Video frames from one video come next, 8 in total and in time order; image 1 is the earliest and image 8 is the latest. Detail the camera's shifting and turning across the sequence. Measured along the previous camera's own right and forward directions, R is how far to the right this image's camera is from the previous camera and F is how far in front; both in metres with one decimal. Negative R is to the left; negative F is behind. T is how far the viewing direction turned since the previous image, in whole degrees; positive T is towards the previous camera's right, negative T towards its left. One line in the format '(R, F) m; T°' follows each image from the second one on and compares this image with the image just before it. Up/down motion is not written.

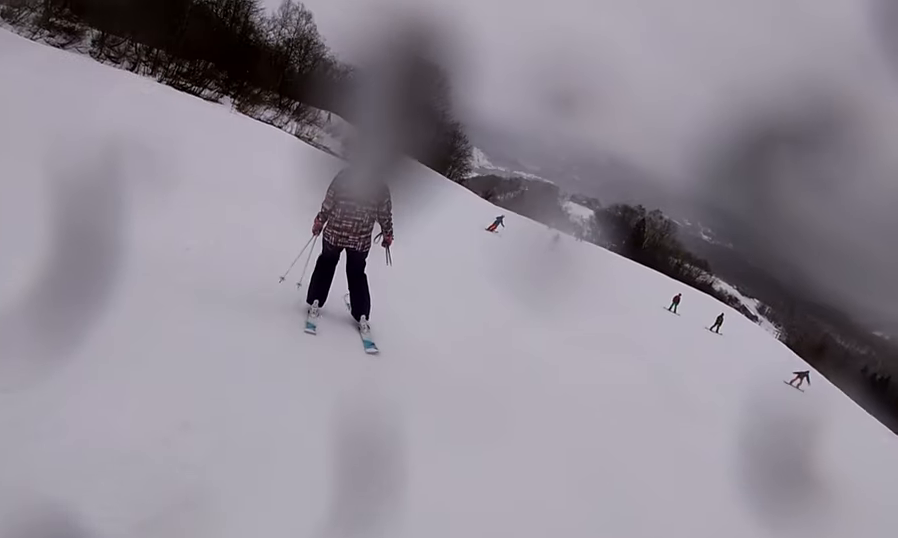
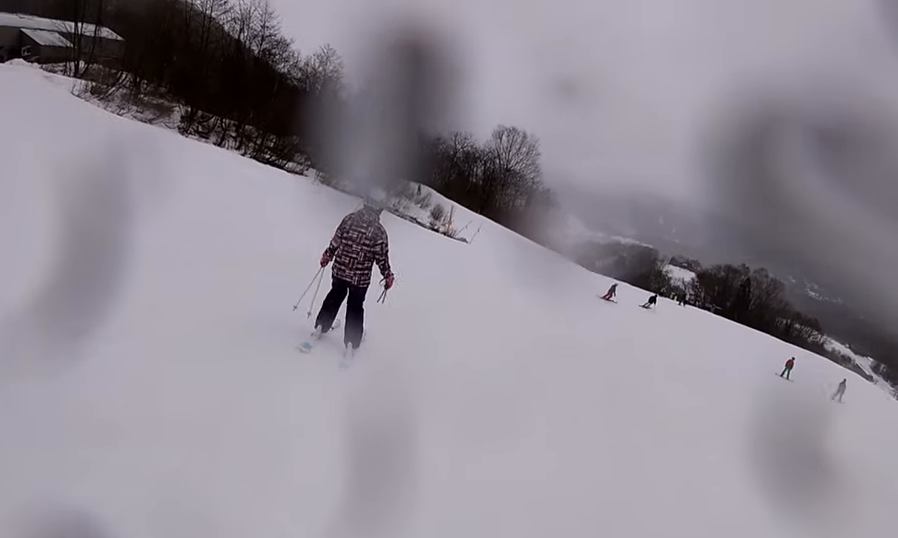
(-0.2, +2.4) m; -11°
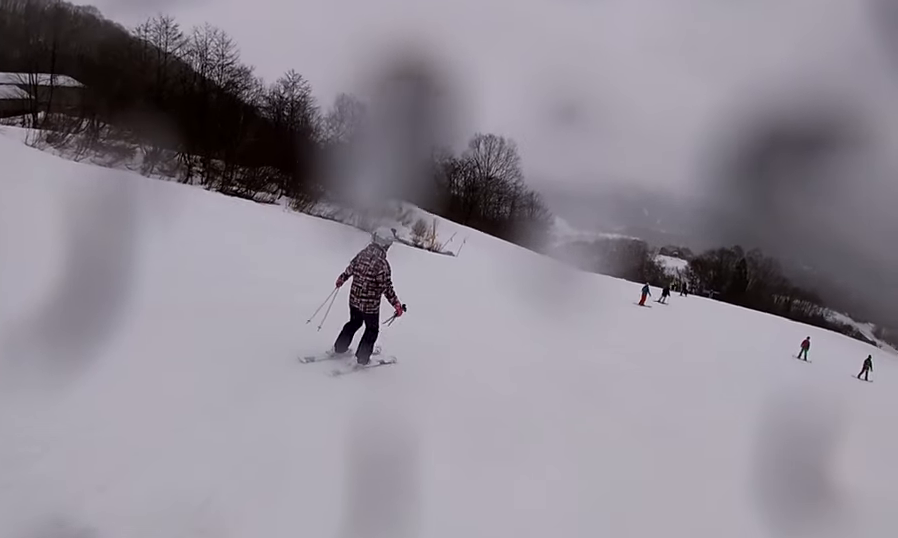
(-0.8, +2.8) m; -1°
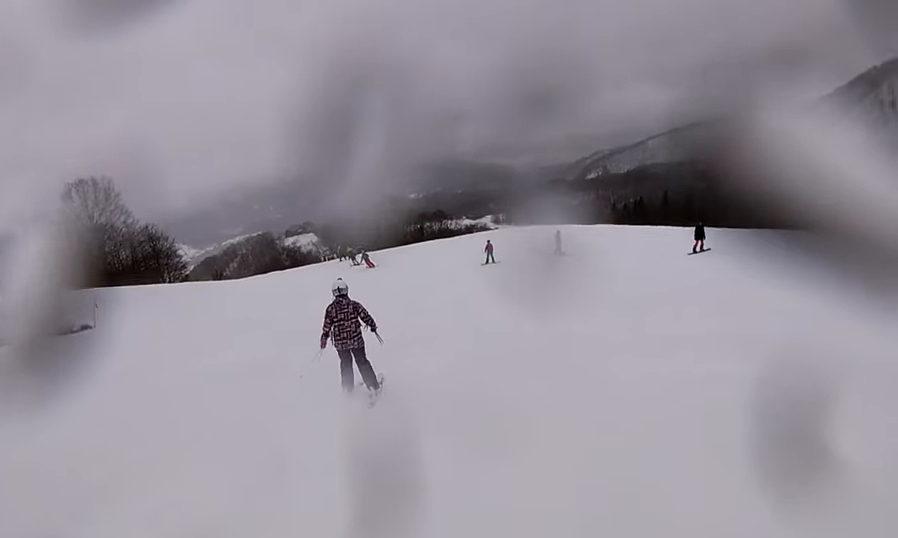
(+0.9, +6.7) m; +20°
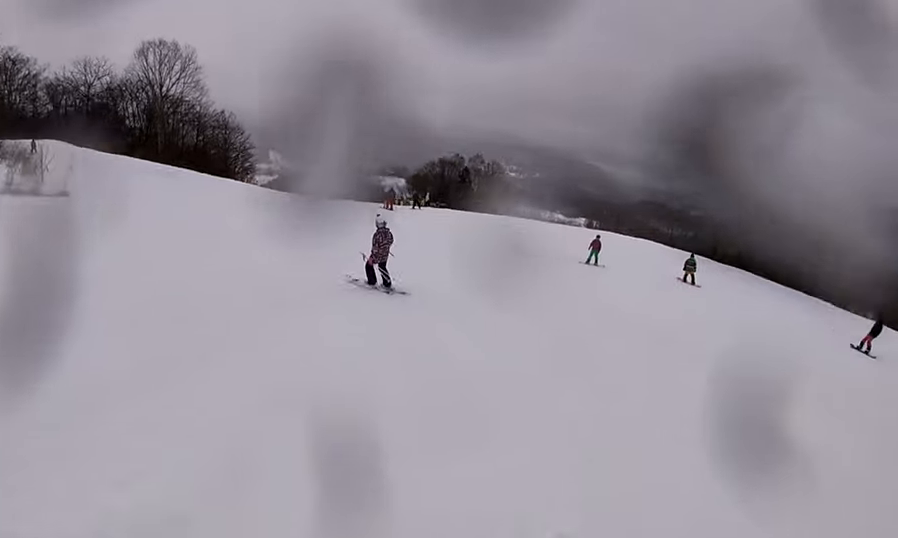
(+0.1, +9.9) m; -16°
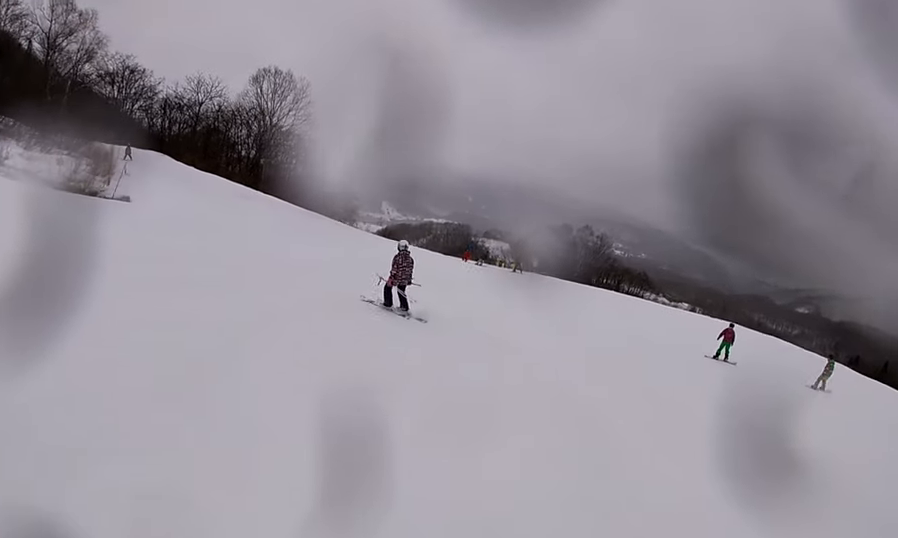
(-0.6, +4.5) m; -12°
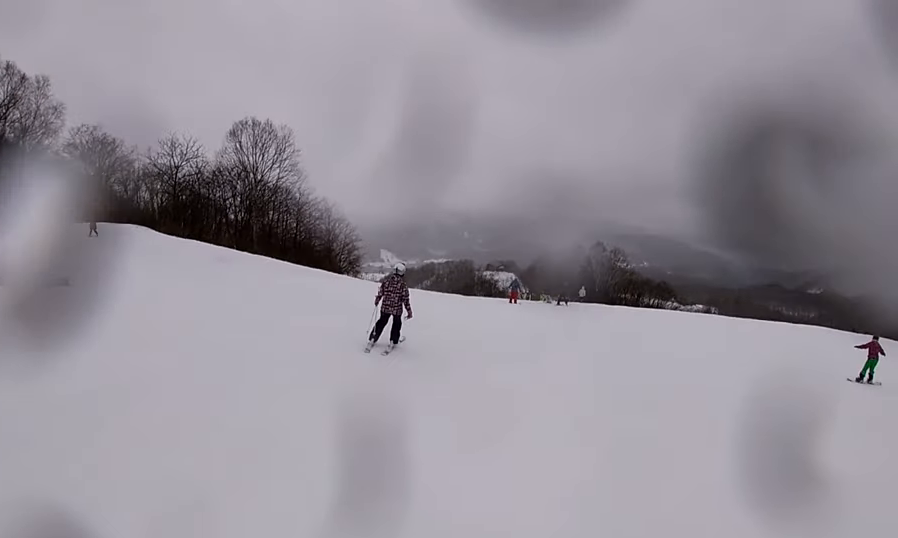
(-0.8, +6.3) m; +9°
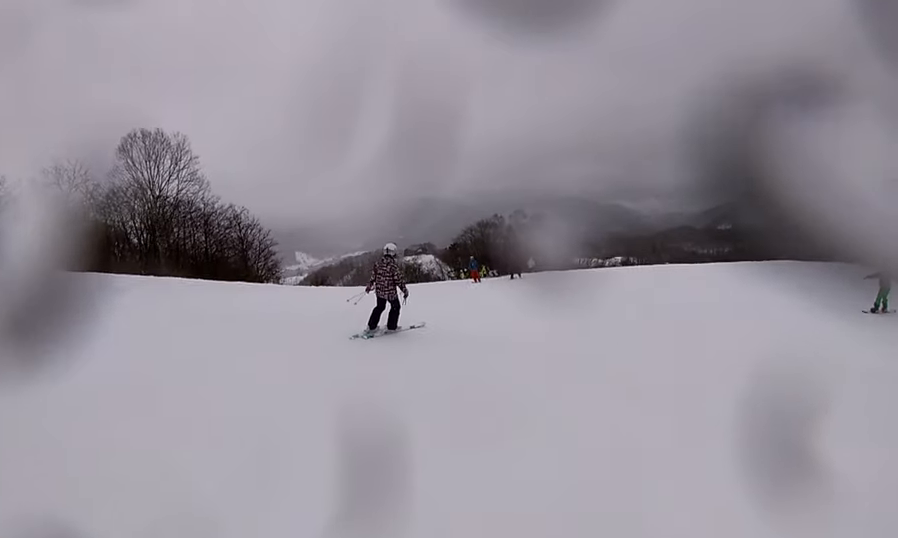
(+0.3, +3.6) m; +20°
